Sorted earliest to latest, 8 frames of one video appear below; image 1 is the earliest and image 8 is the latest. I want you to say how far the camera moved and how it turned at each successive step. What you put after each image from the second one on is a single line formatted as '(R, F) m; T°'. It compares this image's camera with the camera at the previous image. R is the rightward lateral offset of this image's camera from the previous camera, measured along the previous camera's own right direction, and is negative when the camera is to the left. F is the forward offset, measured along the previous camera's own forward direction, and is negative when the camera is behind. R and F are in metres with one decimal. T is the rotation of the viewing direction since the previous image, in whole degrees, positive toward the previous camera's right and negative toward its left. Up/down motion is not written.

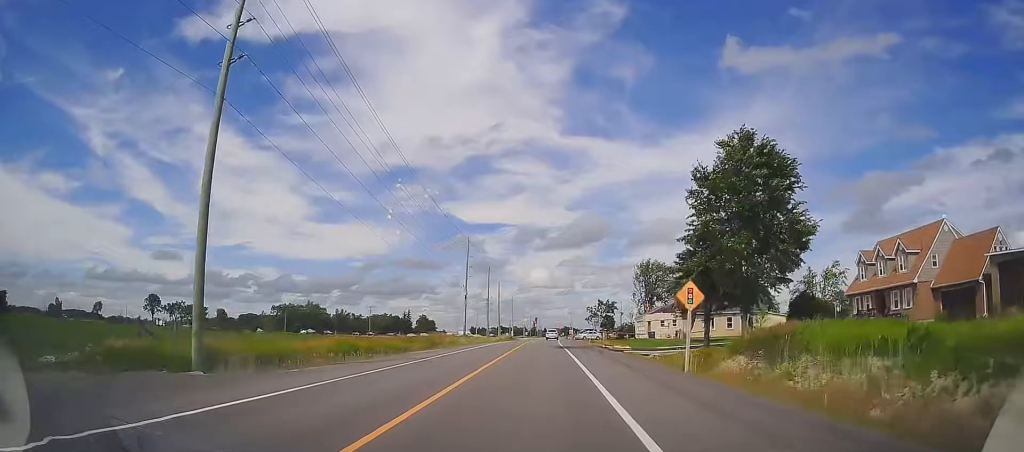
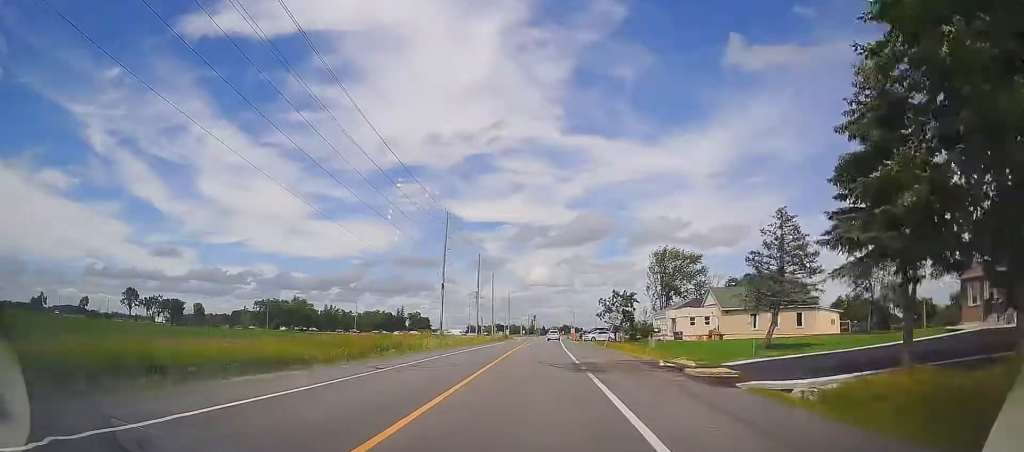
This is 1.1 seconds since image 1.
(0.0, +18.5) m; -1°
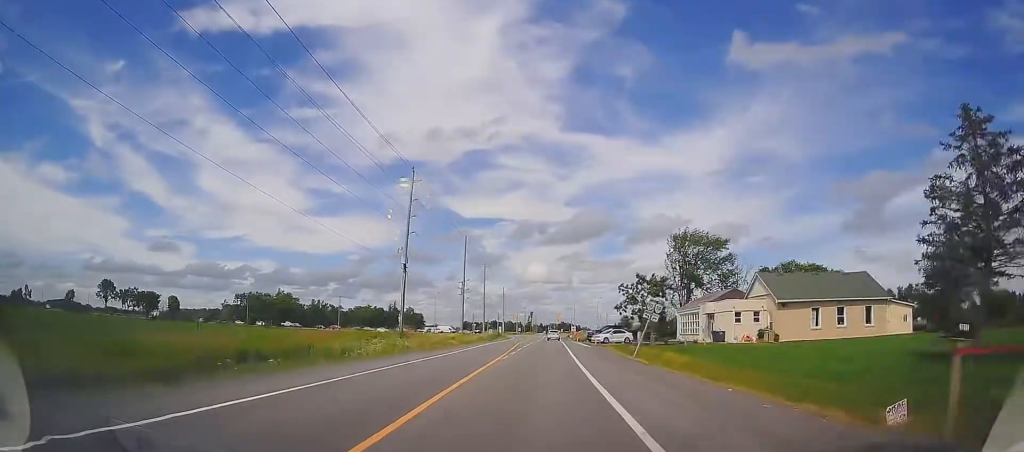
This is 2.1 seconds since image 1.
(-0.2, +17.4) m; 0°
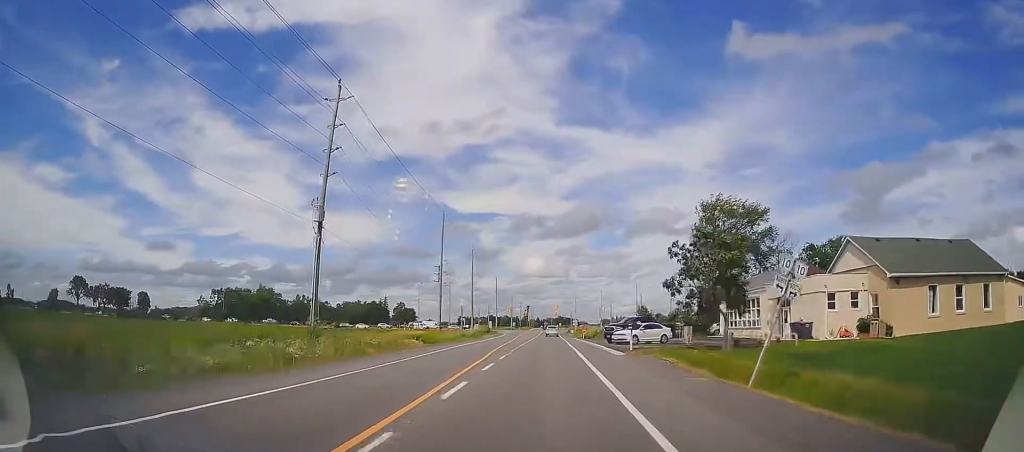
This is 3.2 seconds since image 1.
(+0.2, +18.6) m; 0°
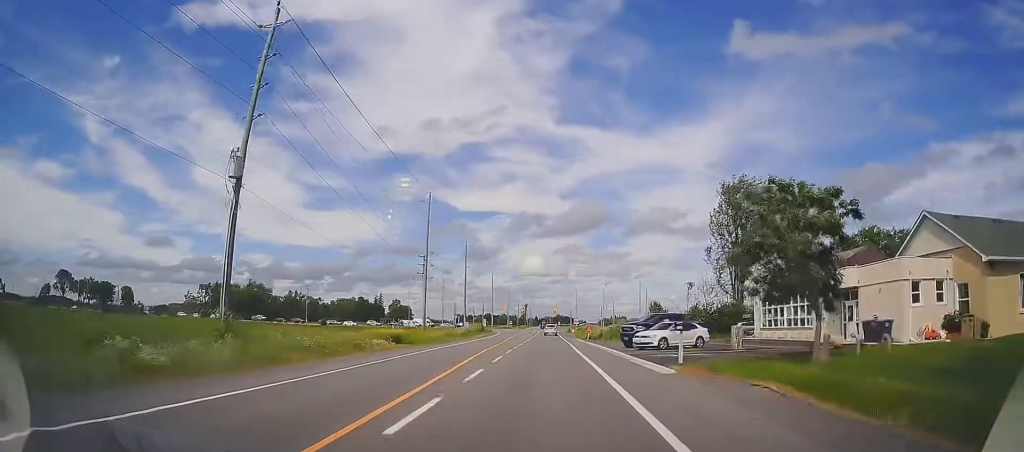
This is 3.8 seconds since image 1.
(-0.1, +8.8) m; 0°
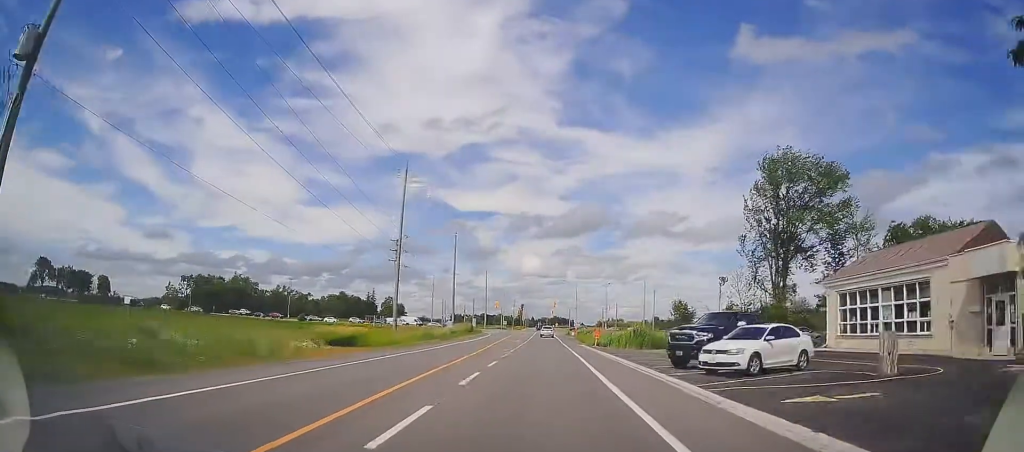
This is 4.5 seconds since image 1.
(0.0, +12.4) m; 0°
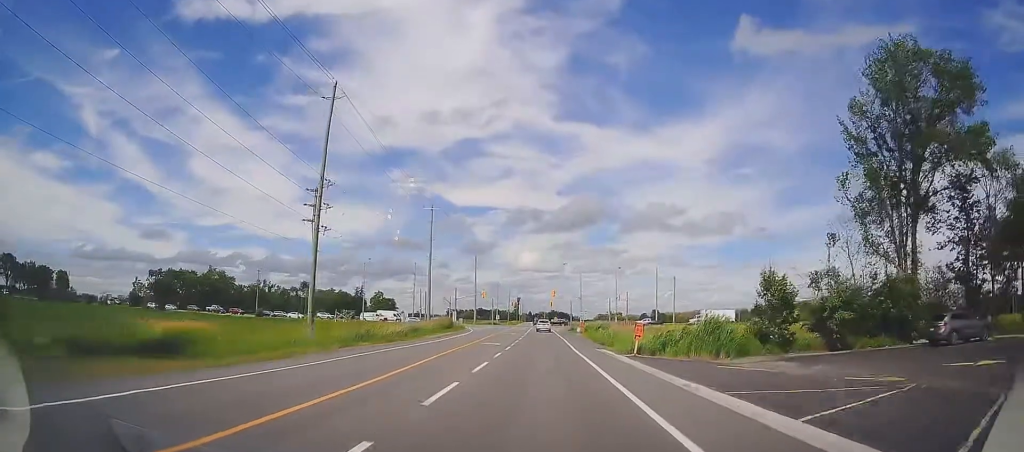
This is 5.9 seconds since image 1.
(+0.3, +21.1) m; 0°
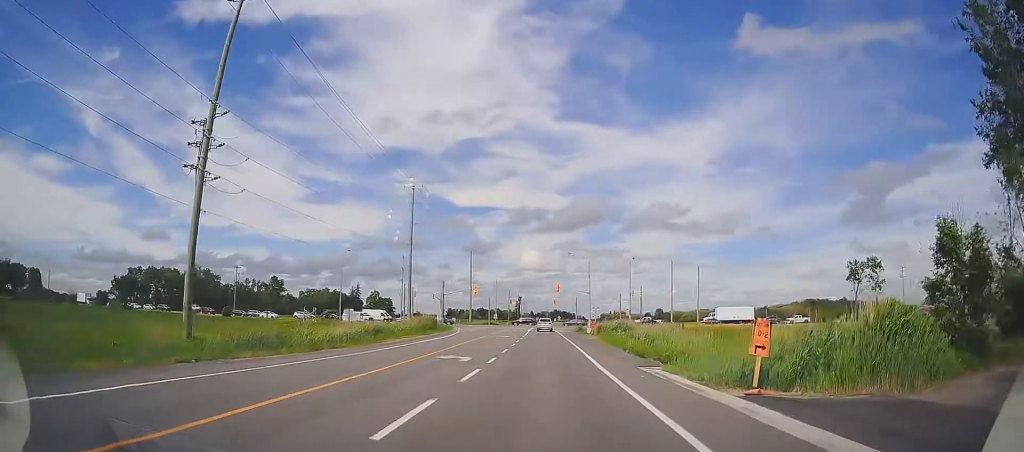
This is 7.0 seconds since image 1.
(-0.2, +14.7) m; +1°
